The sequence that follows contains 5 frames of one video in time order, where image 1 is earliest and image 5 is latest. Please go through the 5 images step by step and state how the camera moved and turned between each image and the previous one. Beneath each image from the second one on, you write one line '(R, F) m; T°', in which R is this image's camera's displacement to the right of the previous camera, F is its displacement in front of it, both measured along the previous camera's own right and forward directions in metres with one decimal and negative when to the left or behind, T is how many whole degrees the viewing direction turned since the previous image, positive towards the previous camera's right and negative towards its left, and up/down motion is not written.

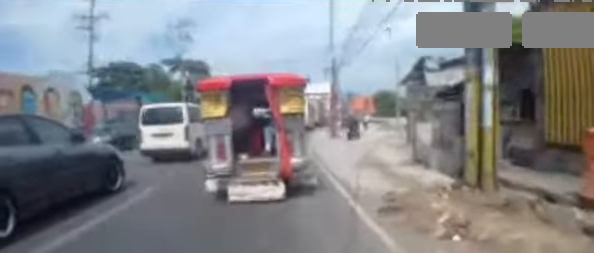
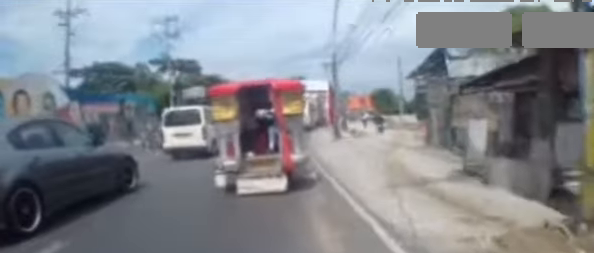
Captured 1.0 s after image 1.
(-0.2, +2.7) m; 0°
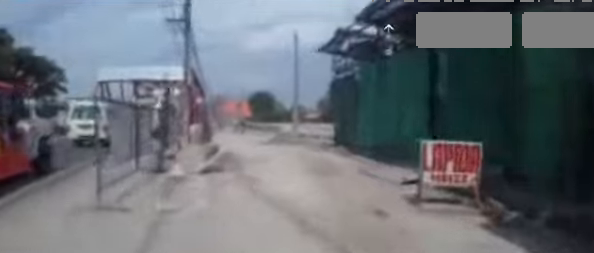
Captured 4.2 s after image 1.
(+4.5, +12.1) m; +27°
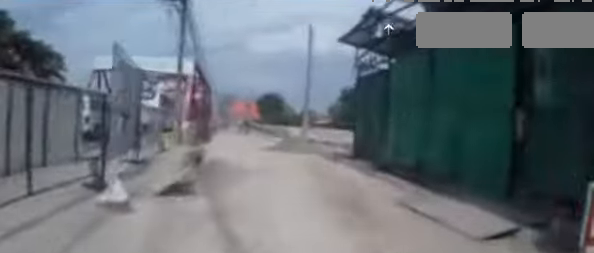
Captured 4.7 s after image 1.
(+0.1, +2.7) m; 0°
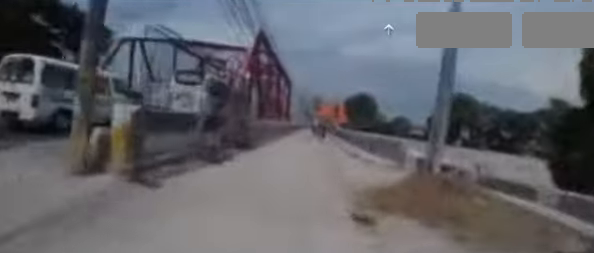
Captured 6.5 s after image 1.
(-0.6, +10.5) m; -12°
